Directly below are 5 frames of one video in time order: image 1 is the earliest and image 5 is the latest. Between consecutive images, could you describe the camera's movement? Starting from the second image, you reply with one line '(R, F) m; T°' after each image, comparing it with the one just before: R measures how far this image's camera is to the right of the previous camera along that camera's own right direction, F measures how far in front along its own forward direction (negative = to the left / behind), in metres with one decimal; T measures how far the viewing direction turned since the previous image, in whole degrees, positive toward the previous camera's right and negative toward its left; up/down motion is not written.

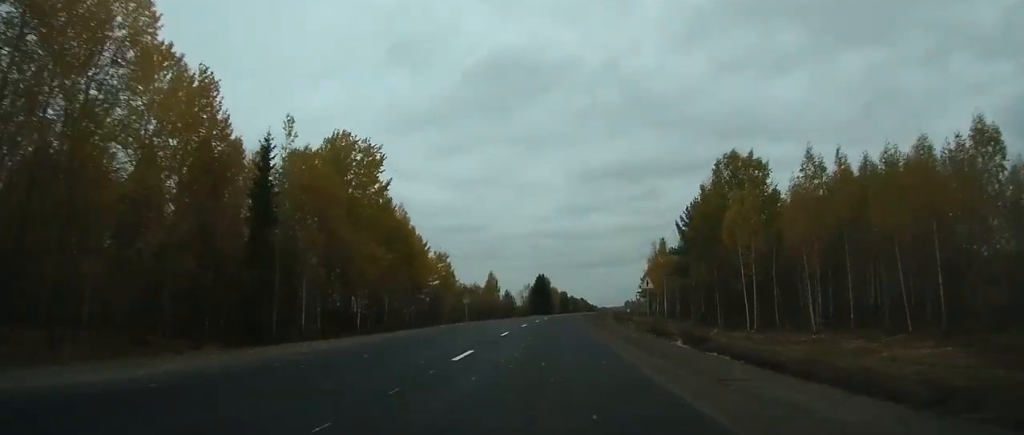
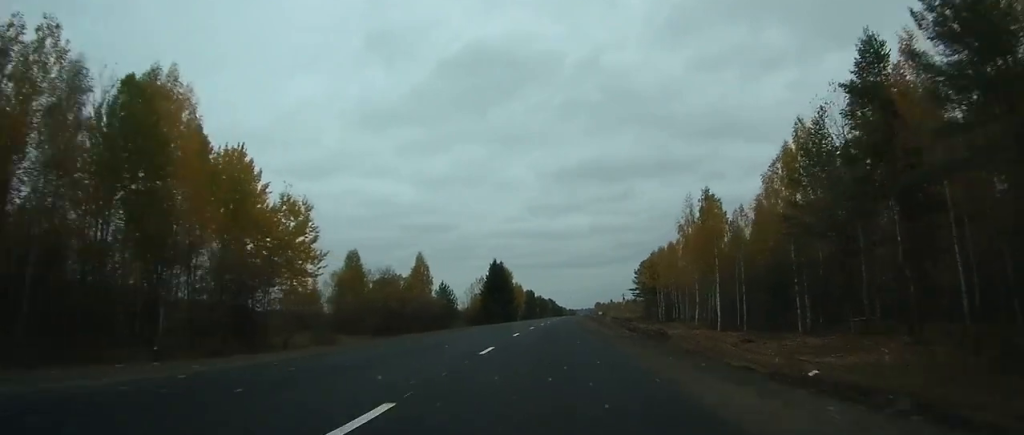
(+1.1, +58.4) m; +3°
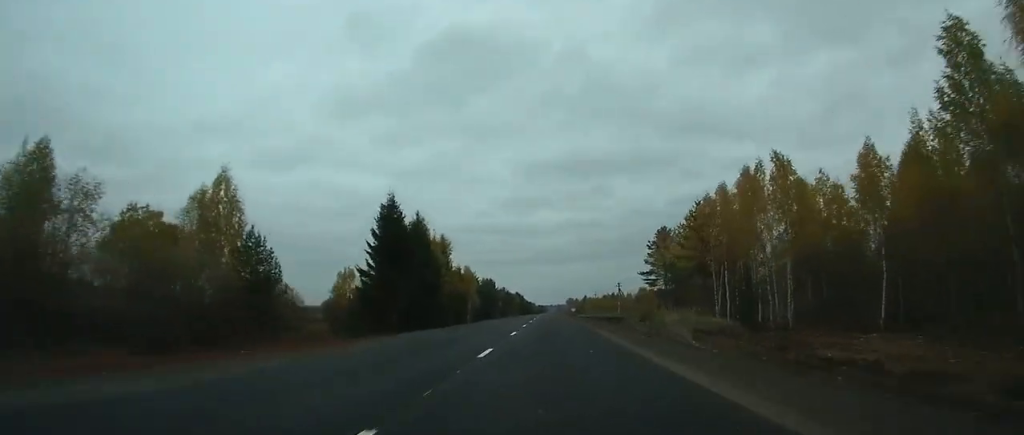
(+1.7, +64.5) m; +3°
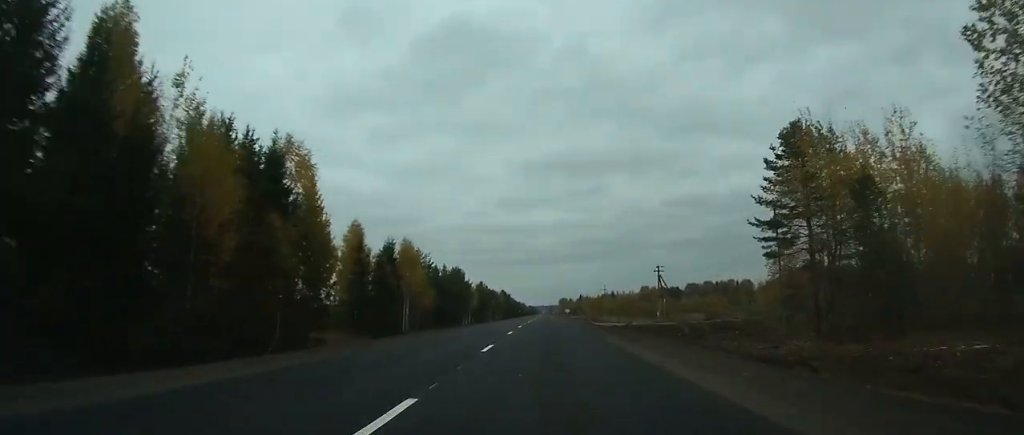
(+0.7, +57.9) m; +1°
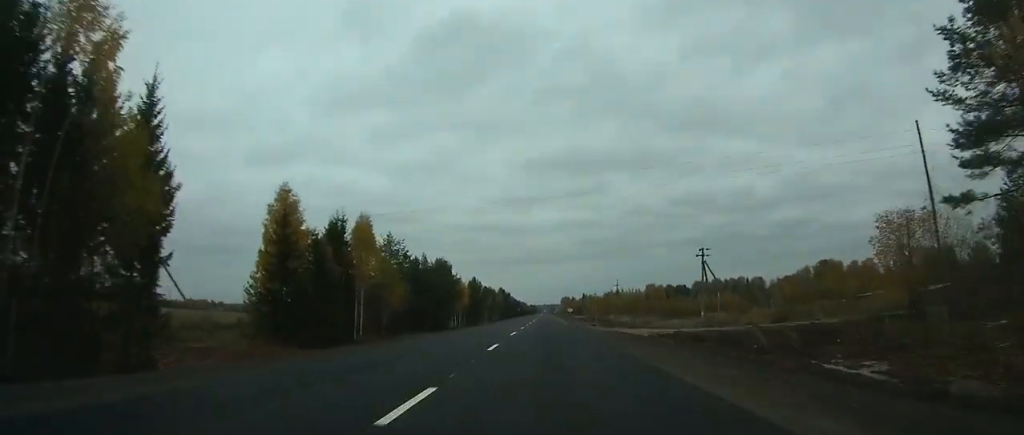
(+0.1, +21.8) m; 0°
